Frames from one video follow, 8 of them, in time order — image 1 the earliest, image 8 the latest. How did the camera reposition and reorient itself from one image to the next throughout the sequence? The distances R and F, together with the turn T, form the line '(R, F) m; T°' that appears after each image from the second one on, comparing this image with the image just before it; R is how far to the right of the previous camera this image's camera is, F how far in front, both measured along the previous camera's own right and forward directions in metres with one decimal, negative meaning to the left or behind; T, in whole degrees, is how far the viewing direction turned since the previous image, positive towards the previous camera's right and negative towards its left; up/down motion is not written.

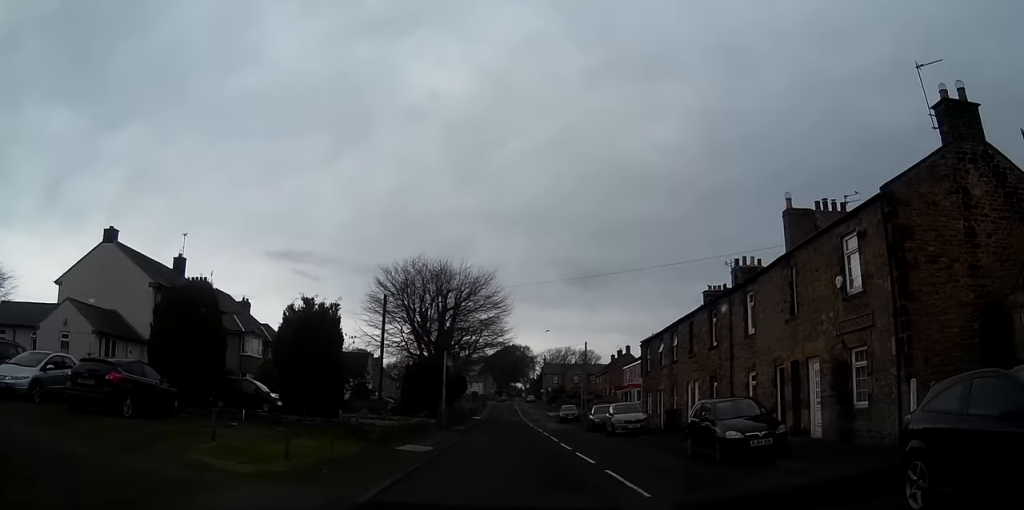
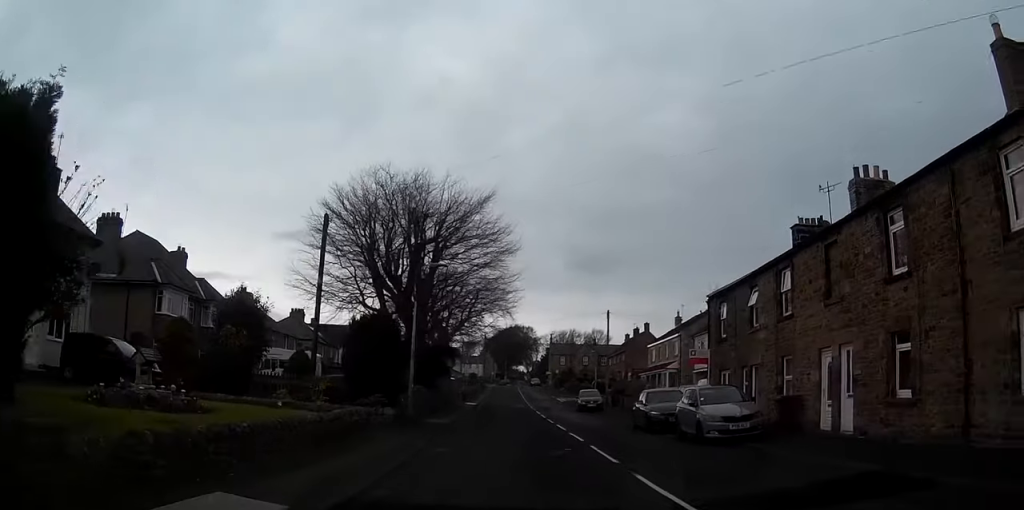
(0.0, +15.1) m; 0°
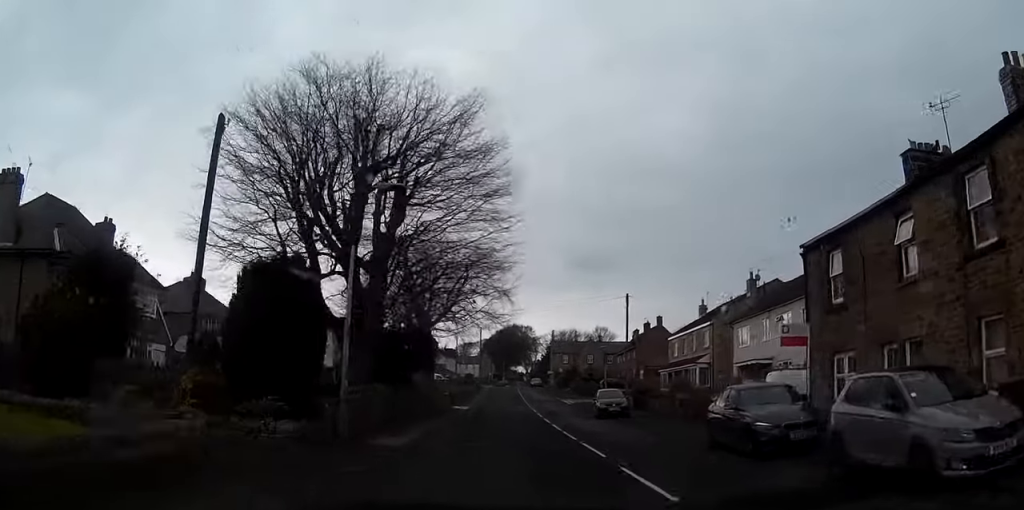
(0.0, +11.1) m; 0°
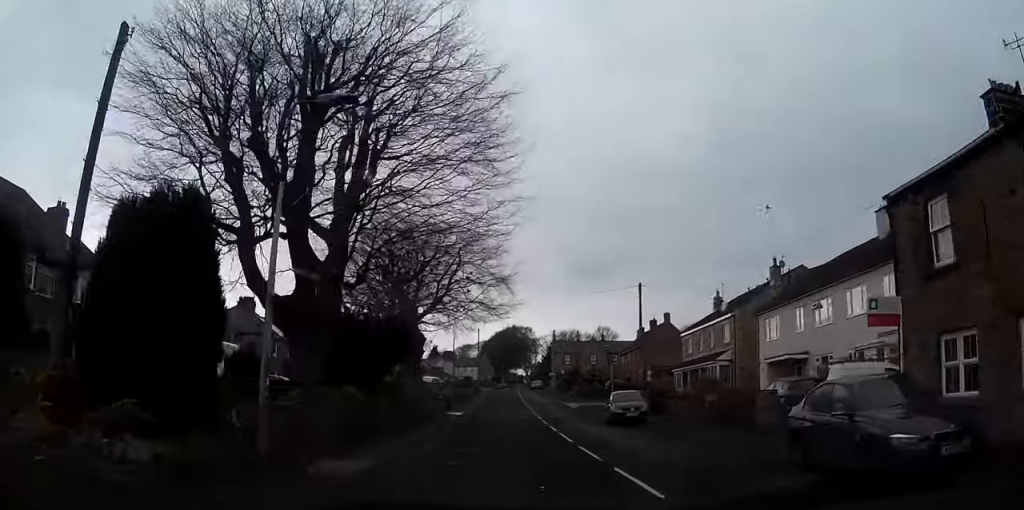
(0.0, +5.6) m; 0°
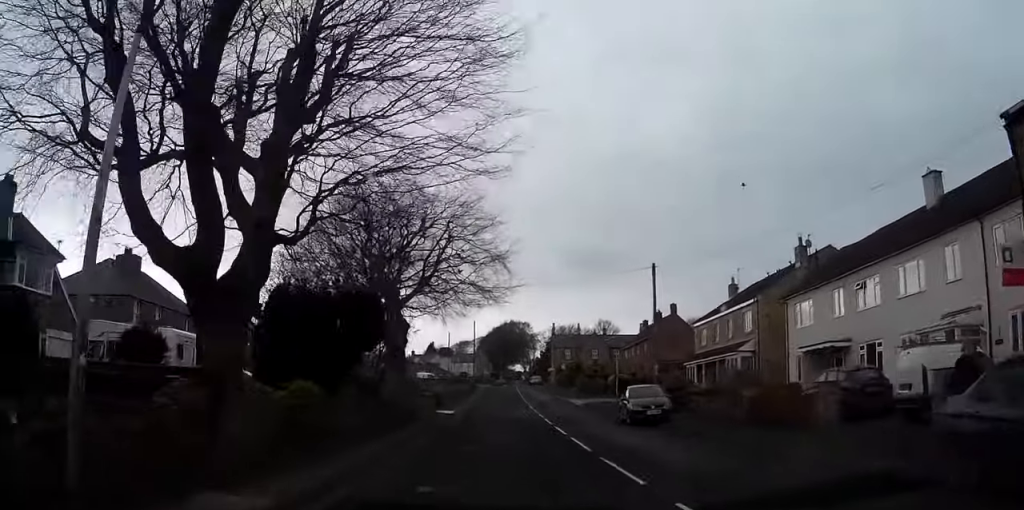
(0.0, +5.4) m; 0°
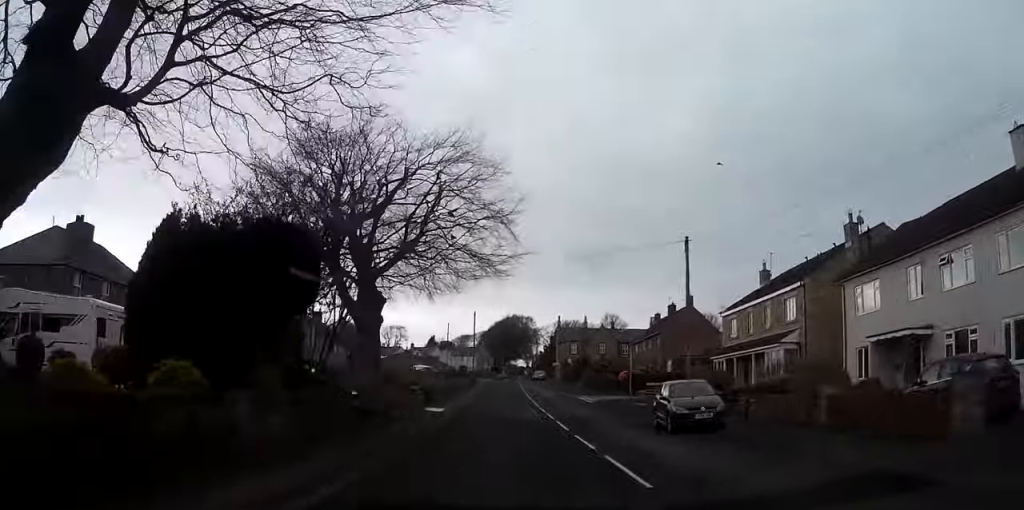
(0.0, +7.0) m; 0°
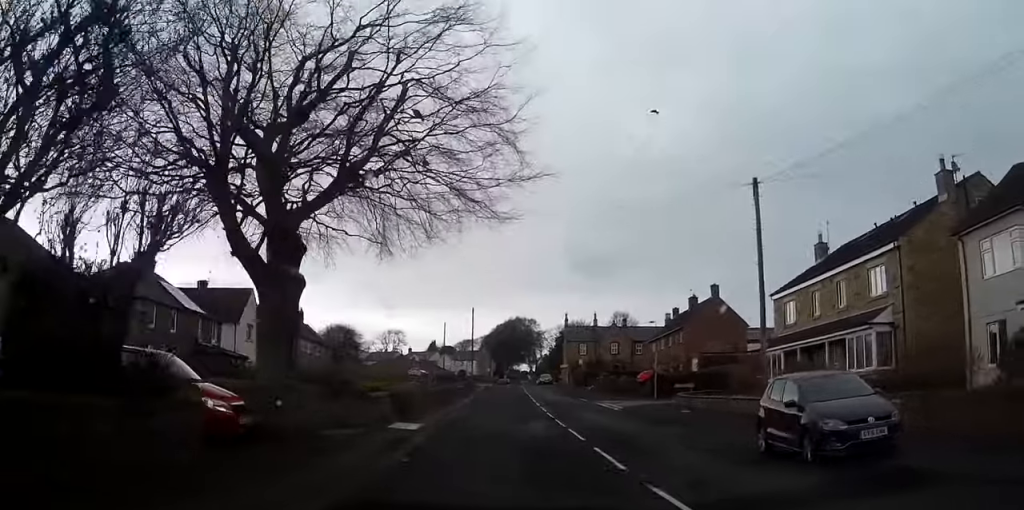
(0.0, +10.0) m; 0°
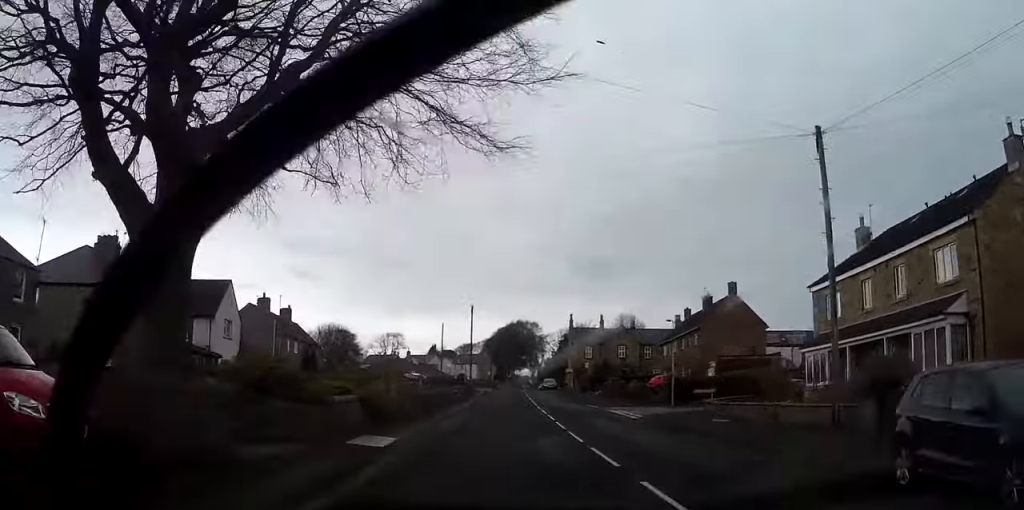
(0.0, +5.5) m; 0°
